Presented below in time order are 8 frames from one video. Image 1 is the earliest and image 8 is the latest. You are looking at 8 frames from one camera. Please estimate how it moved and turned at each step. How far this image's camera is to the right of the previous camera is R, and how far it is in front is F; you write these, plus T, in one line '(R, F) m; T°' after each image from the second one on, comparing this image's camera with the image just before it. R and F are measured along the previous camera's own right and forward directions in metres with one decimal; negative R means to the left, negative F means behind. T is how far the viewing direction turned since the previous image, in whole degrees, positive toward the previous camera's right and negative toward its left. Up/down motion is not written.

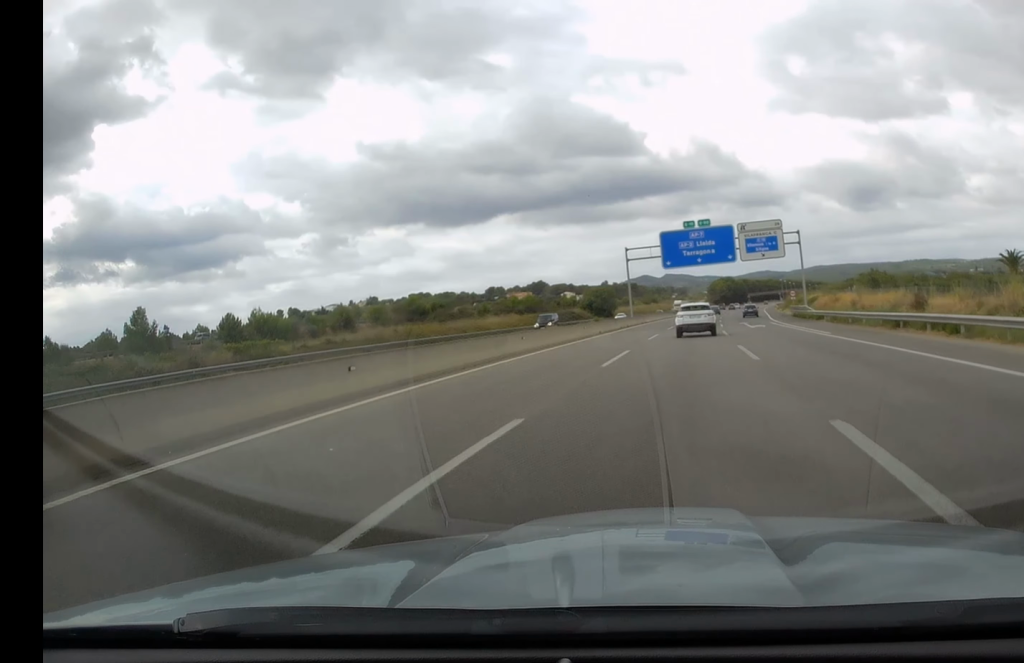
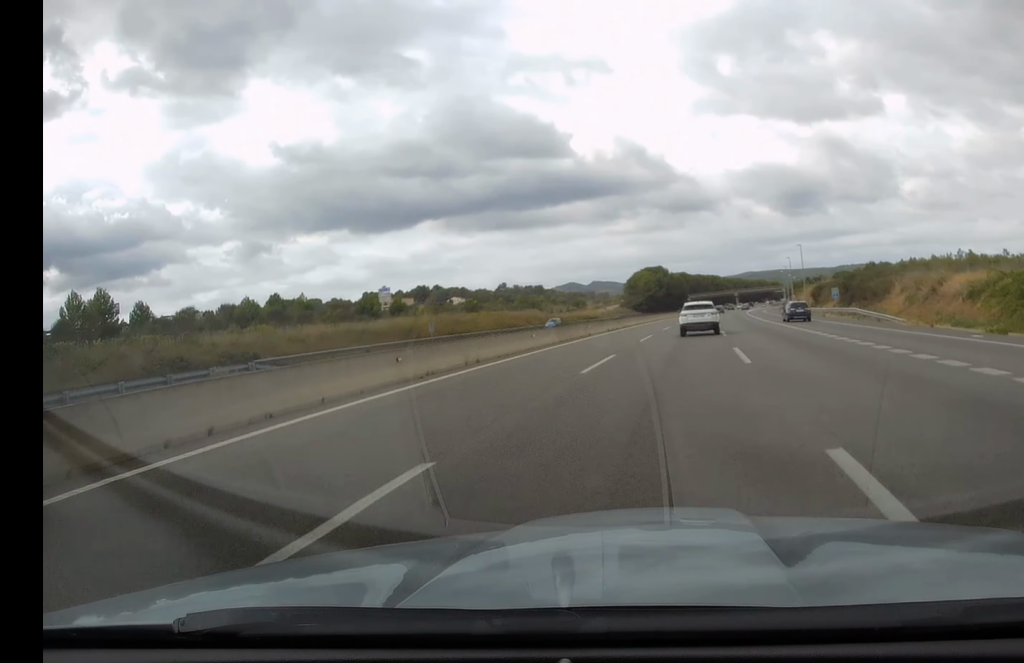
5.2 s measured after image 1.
(+8.6, +169.9) m; +6°
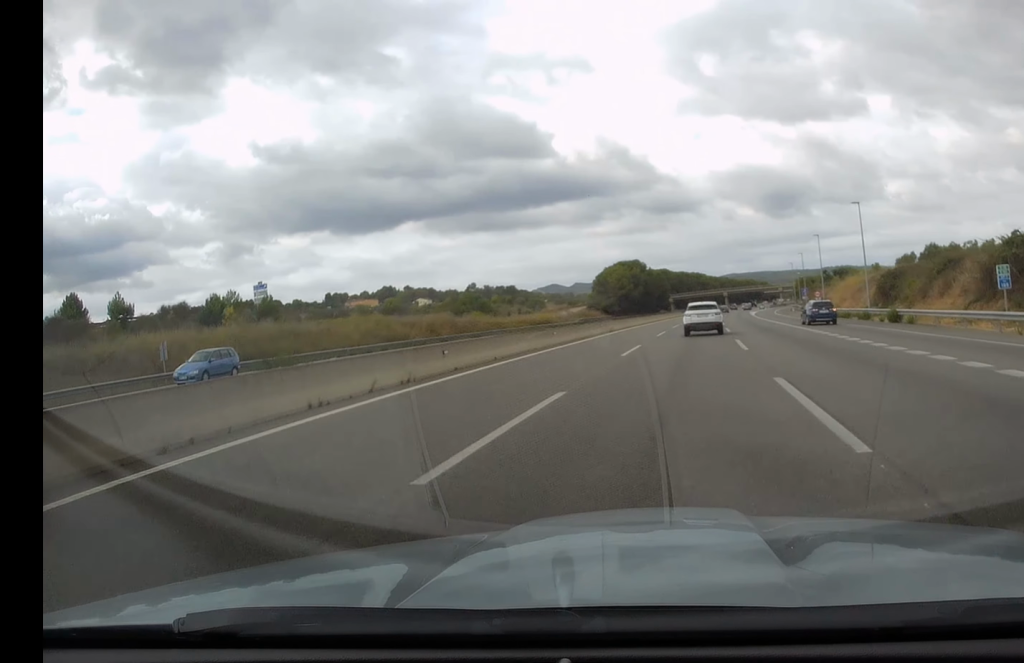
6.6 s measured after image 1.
(+0.2, +45.0) m; +1°
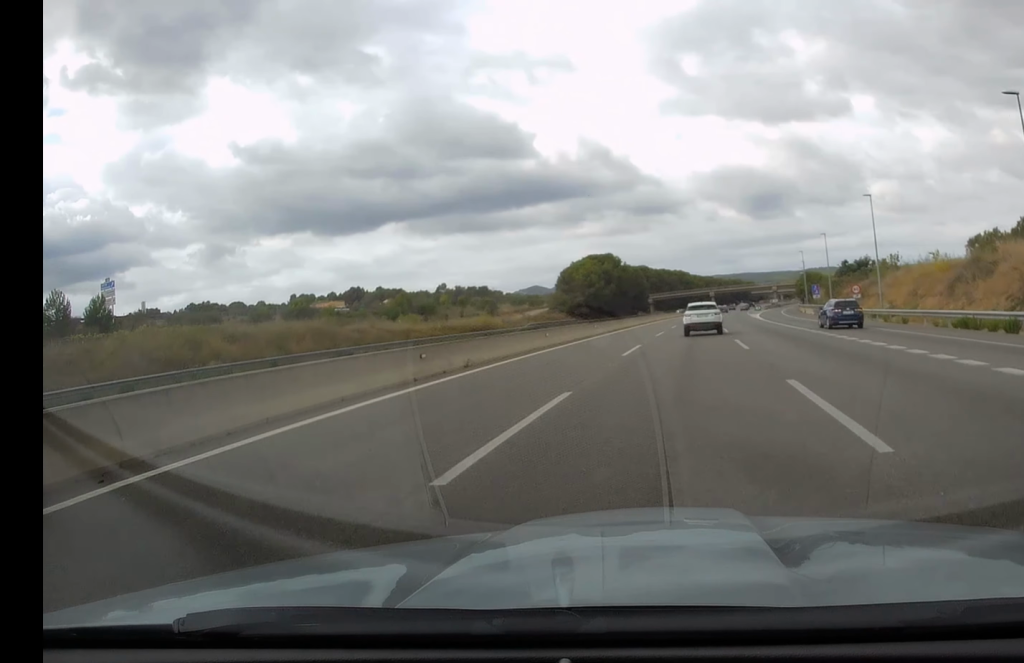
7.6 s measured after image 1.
(+0.6, +33.9) m; +1°
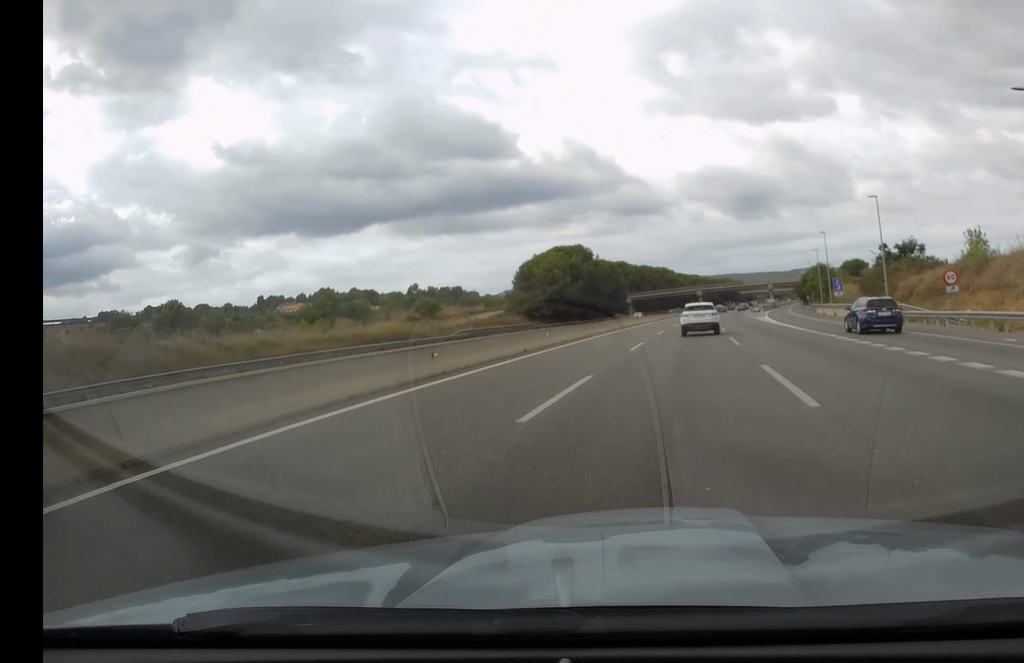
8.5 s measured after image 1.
(0.0, +30.7) m; +1°
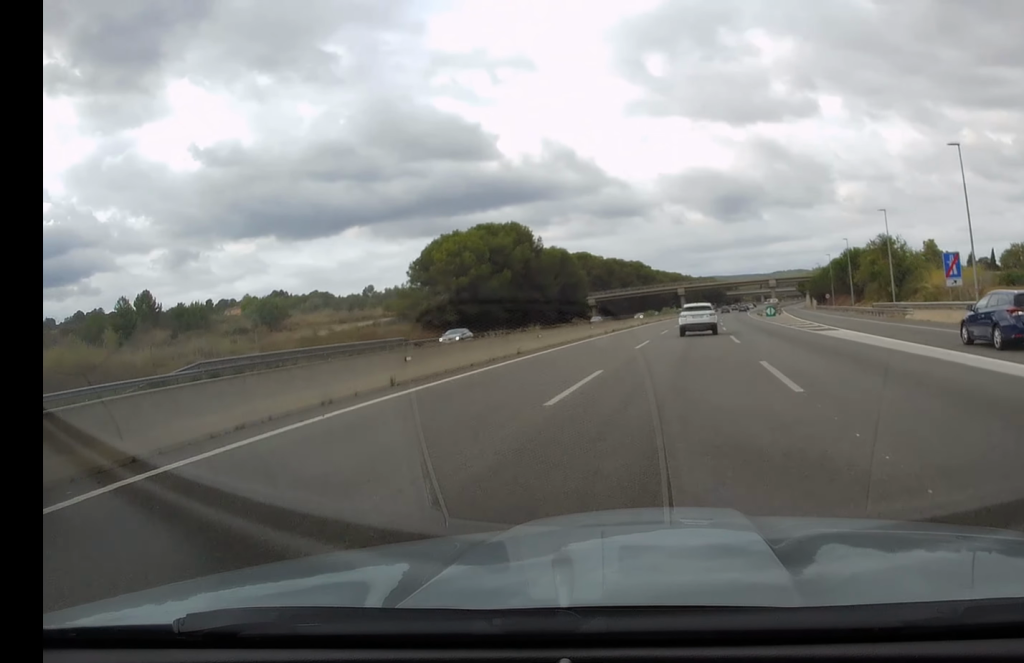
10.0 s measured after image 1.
(+0.8, +49.5) m; +1°
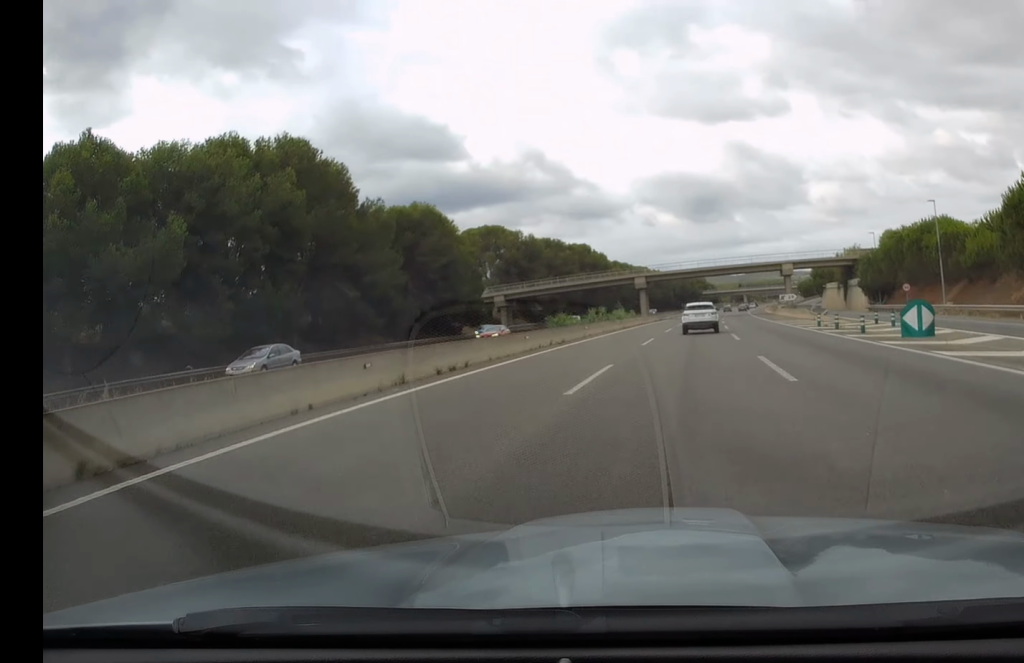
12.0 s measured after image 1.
(+1.2, +66.3) m; +2°
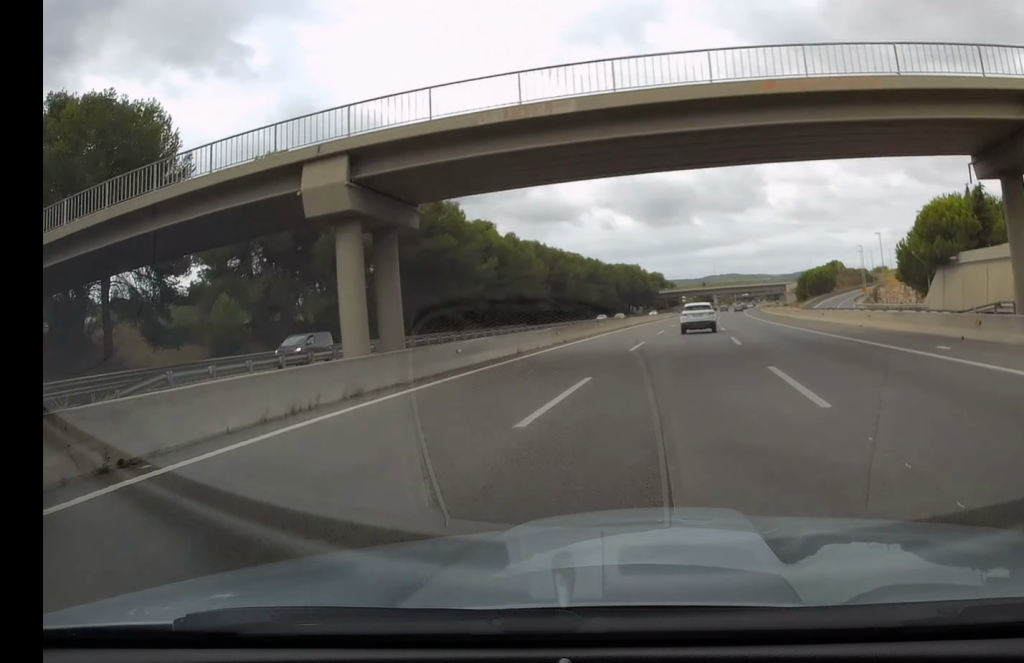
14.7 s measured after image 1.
(+2.4, +87.9) m; +3°
